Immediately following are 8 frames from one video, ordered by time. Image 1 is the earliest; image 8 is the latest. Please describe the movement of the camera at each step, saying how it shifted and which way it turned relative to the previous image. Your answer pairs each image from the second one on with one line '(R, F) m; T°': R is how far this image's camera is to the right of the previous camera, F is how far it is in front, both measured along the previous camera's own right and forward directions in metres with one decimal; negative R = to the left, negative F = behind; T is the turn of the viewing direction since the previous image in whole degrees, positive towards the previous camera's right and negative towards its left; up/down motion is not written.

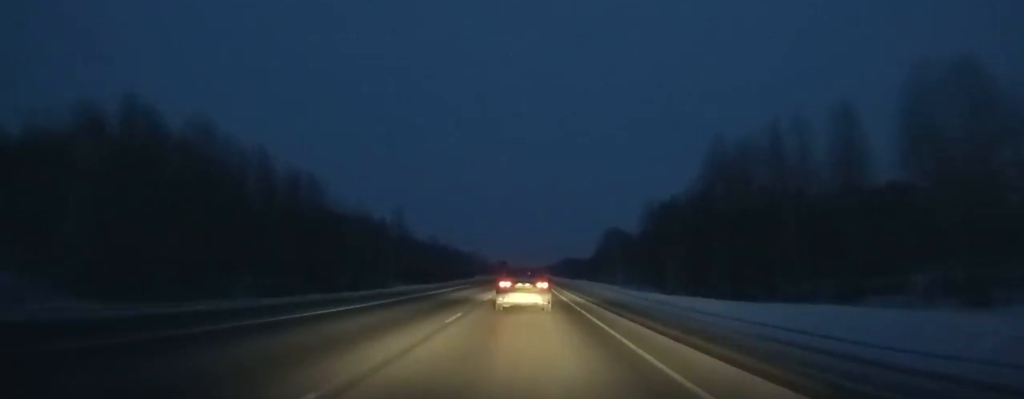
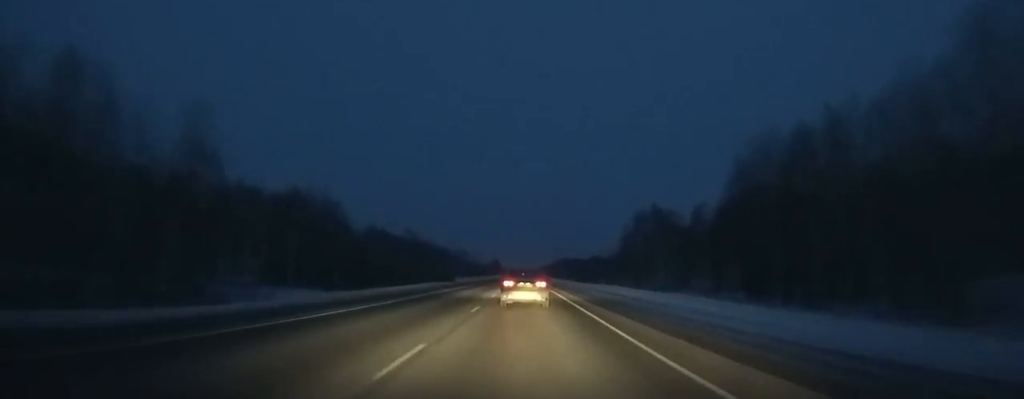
(+0.1, +56.0) m; 0°
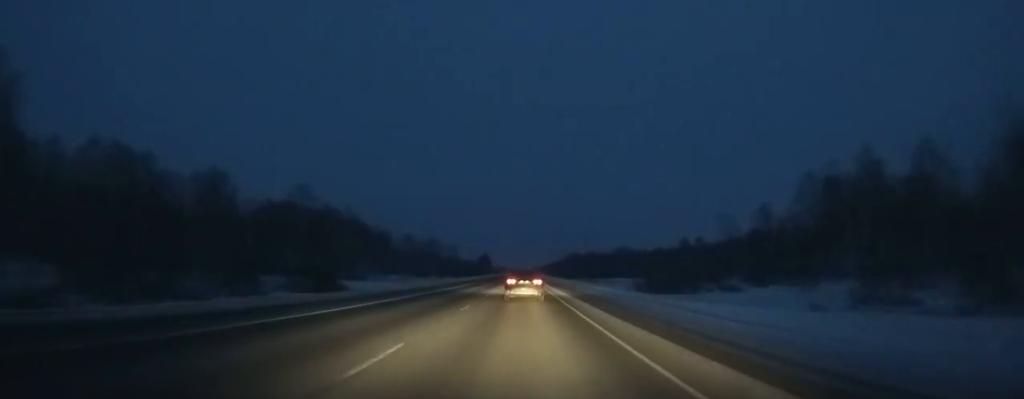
(+0.4, +131.8) m; 0°
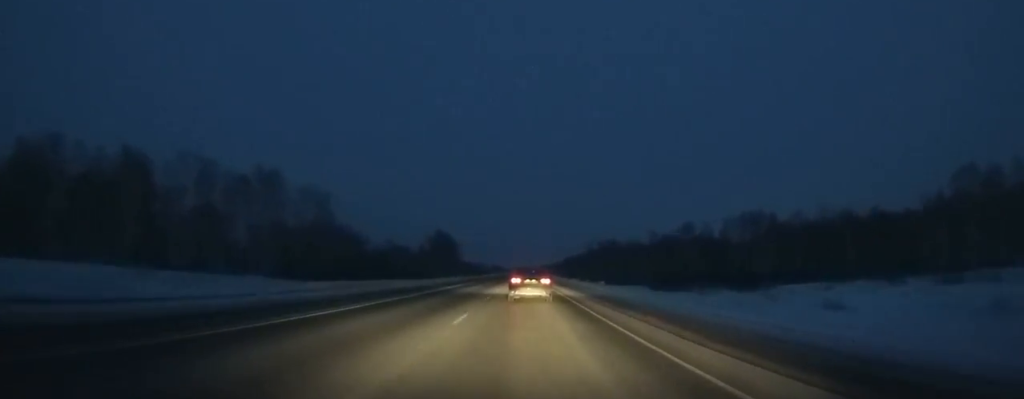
(-1.2, +205.1) m; 0°
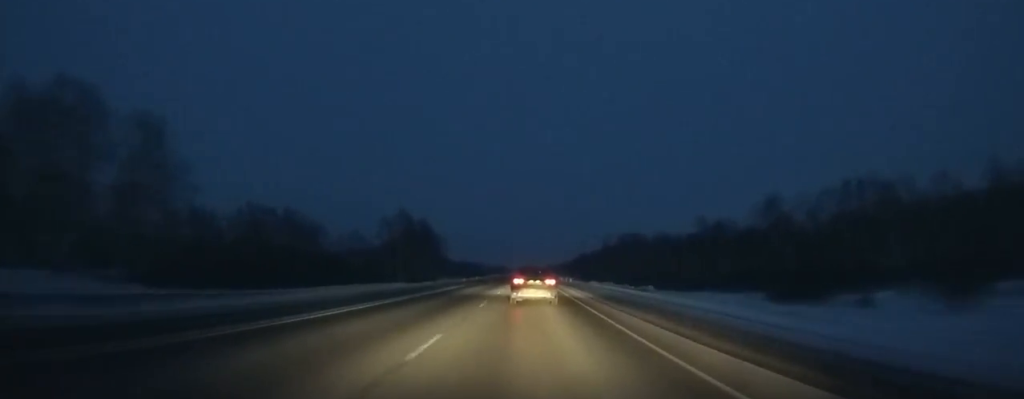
(0.0, +52.9) m; 0°
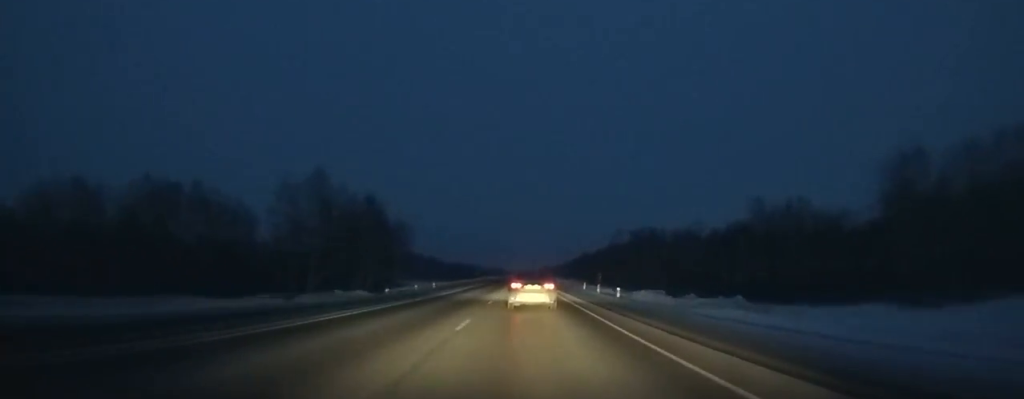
(0.0, +41.9) m; 0°
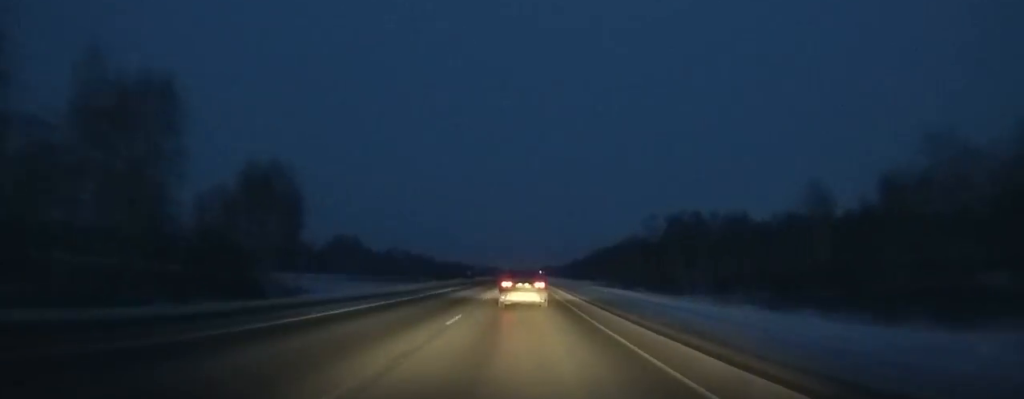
(0.0, +59.3) m; 0°
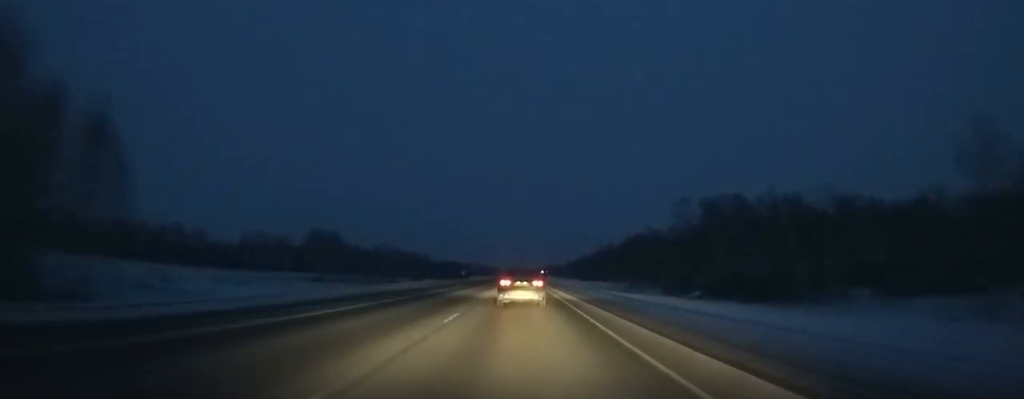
(0.0, +35.8) m; 0°
